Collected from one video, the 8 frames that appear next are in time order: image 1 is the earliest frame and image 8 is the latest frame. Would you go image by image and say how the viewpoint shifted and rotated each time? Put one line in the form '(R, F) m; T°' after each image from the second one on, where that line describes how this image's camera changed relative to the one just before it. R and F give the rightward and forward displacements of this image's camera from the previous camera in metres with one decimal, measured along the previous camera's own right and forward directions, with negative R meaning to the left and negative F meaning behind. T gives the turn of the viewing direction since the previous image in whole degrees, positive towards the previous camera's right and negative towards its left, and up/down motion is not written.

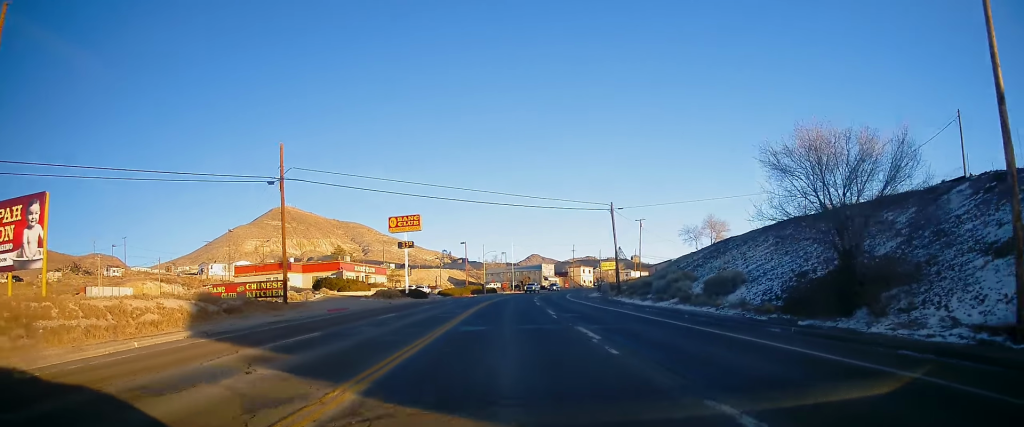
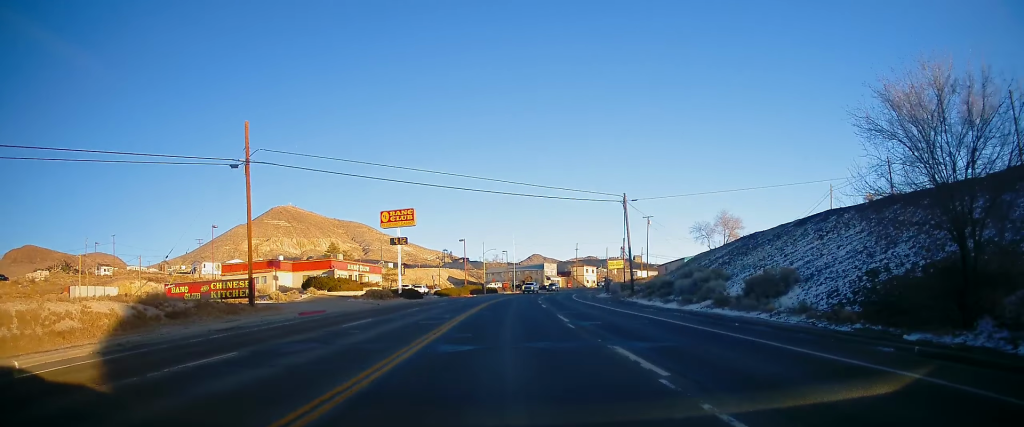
(0.0, +5.8) m; -1°
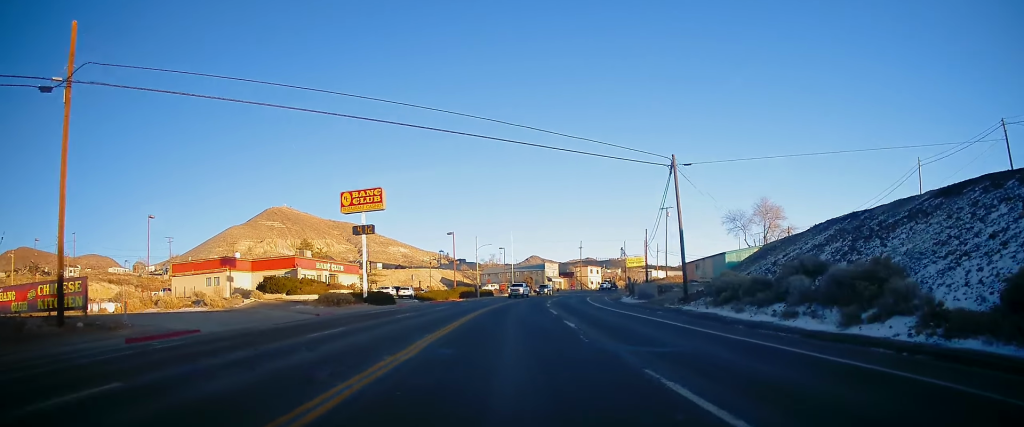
(0.0, +16.5) m; +2°
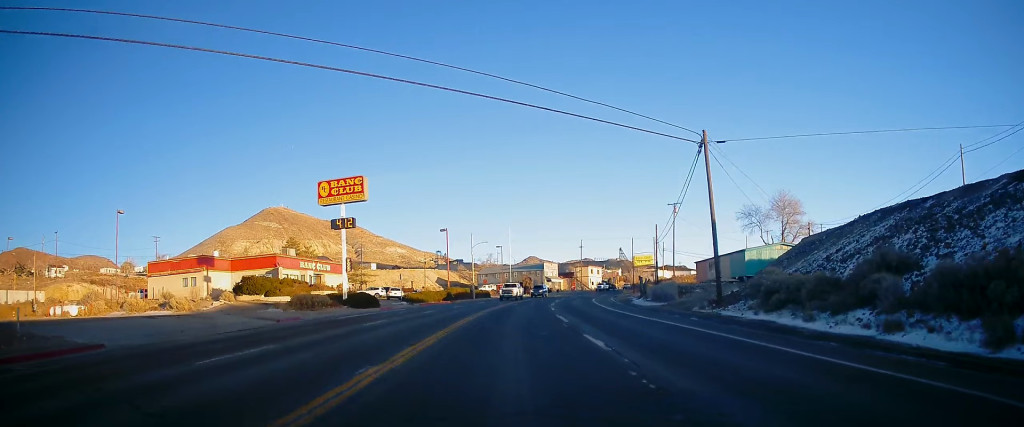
(+0.2, +6.2) m; +1°
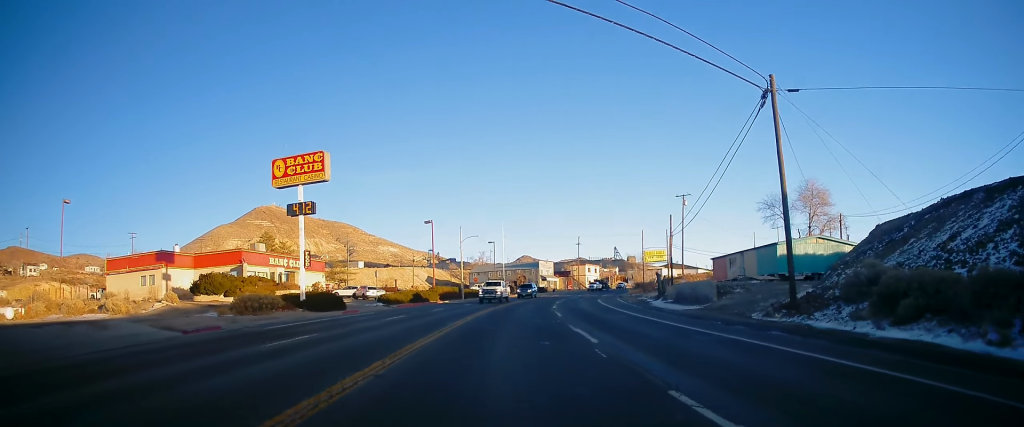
(+0.1, +8.9) m; +1°
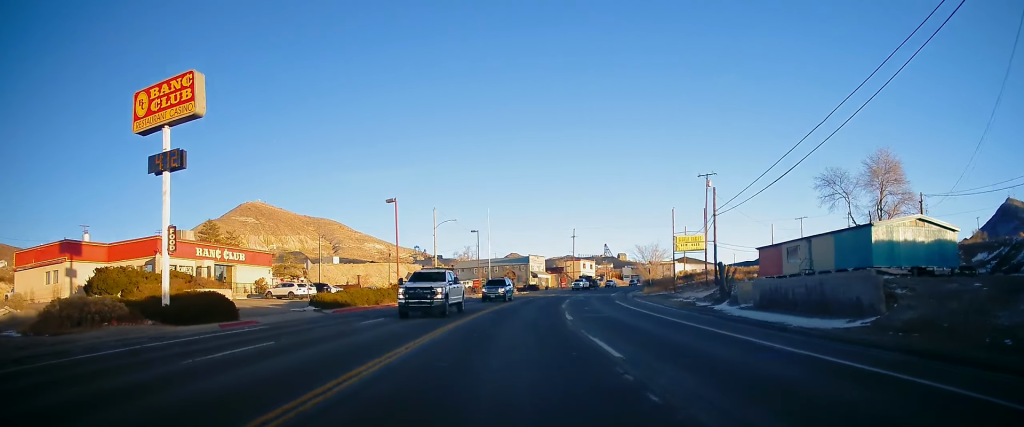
(0.0, +16.4) m; 0°
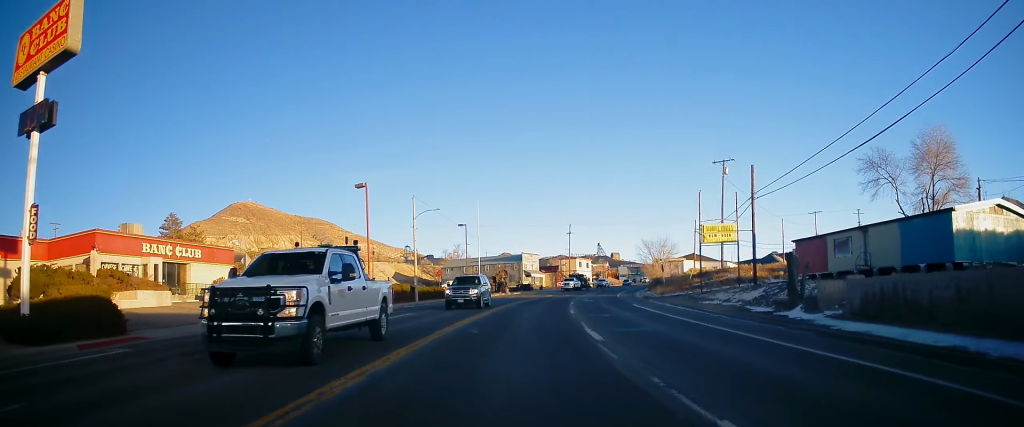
(0.0, +8.8) m; 0°
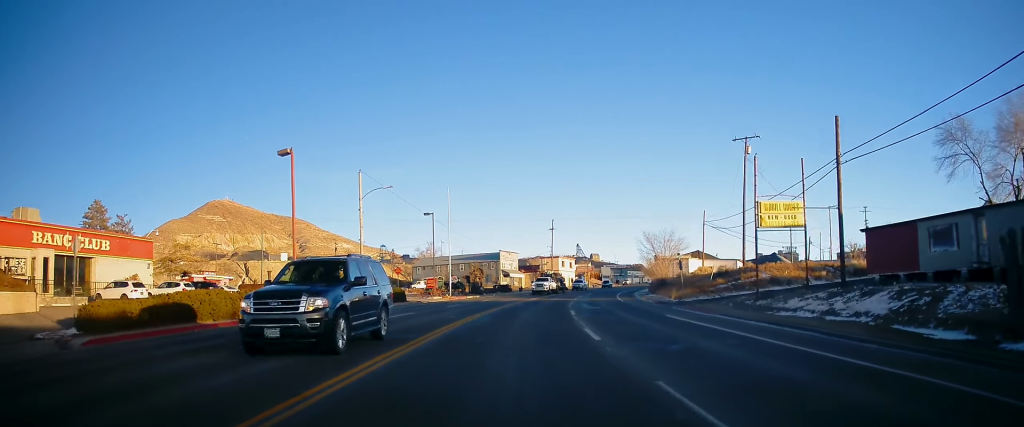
(0.0, +12.6) m; +1°
